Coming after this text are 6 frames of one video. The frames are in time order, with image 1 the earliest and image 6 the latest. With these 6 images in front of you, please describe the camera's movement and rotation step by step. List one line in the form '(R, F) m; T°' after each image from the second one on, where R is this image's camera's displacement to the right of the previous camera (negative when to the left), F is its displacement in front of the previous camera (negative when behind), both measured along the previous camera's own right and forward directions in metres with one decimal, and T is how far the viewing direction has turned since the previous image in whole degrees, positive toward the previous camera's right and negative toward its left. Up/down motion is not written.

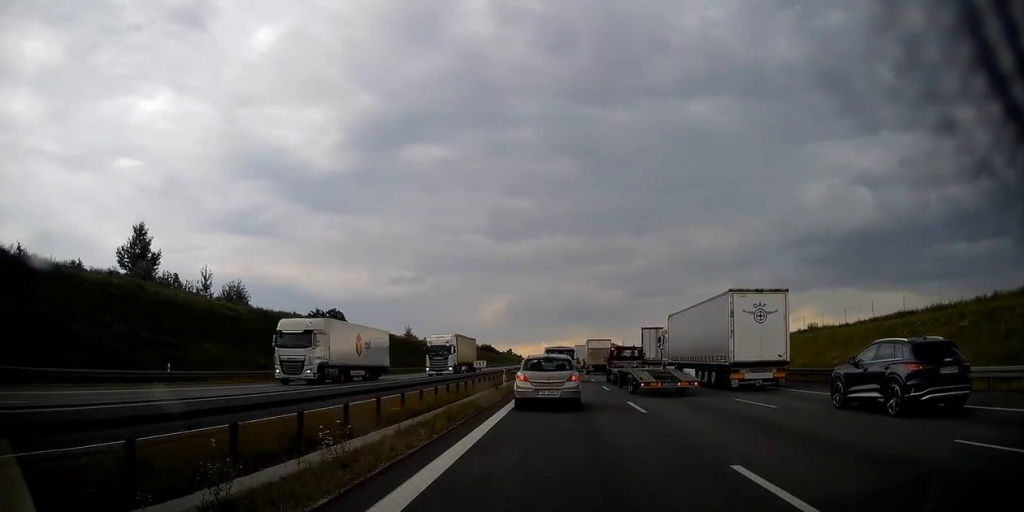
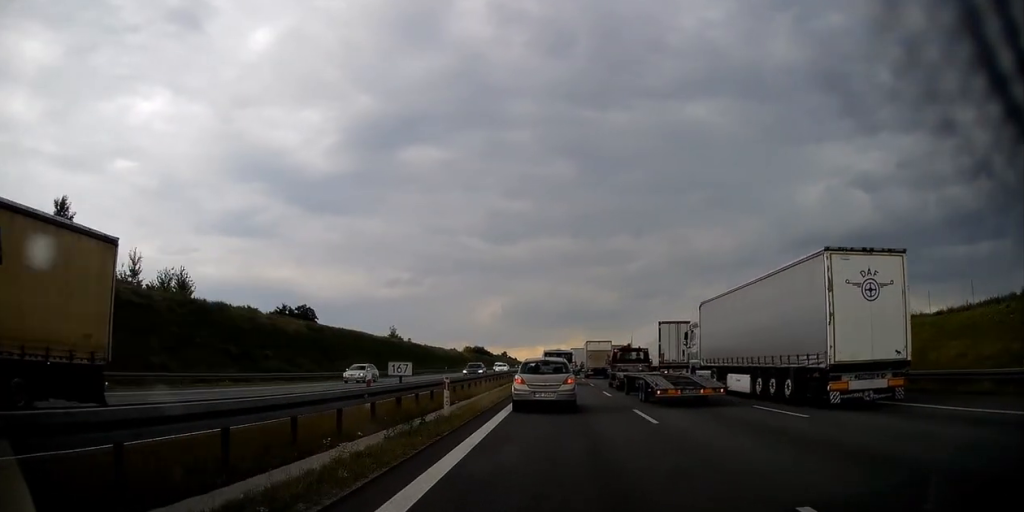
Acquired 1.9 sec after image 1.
(-0.3, +15.6) m; -1°
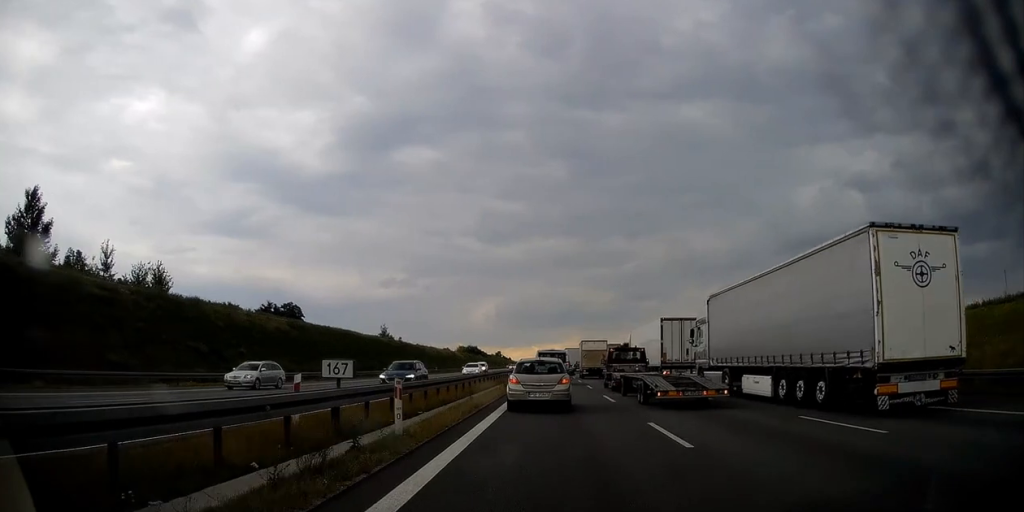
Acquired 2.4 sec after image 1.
(0.0, +4.1) m; 0°
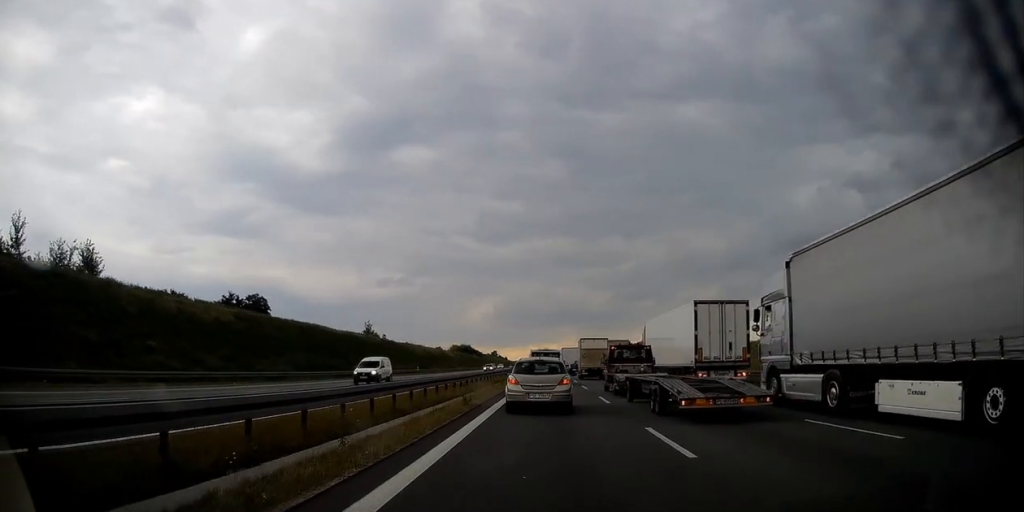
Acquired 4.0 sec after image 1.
(+0.3, +12.5) m; +3°
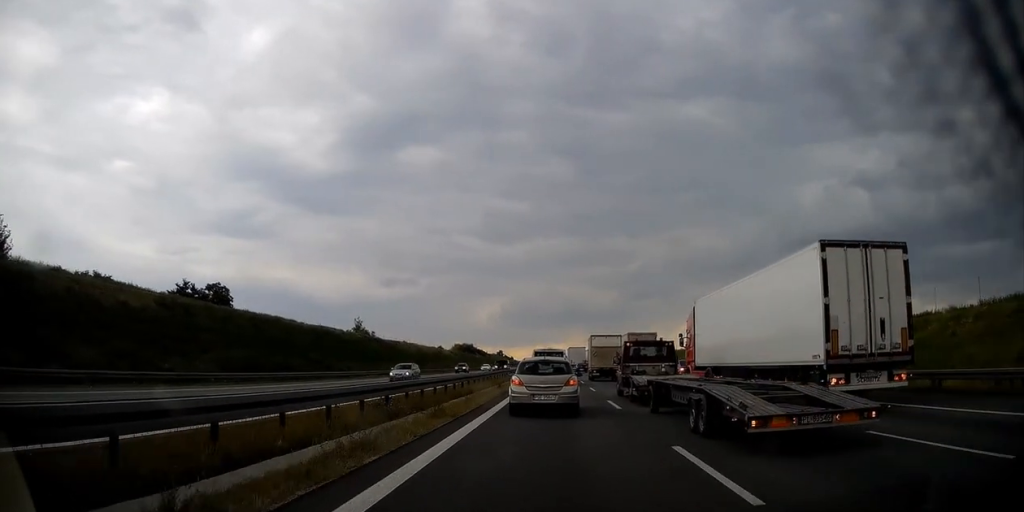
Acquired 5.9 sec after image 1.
(-0.3, +14.4) m; -3°
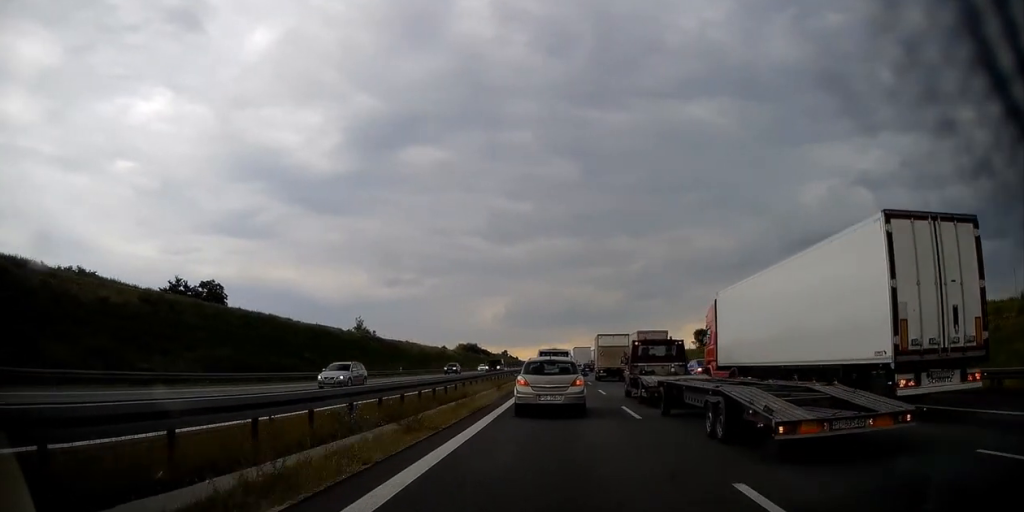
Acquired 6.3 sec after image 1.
(0.0, +3.1) m; 0°
